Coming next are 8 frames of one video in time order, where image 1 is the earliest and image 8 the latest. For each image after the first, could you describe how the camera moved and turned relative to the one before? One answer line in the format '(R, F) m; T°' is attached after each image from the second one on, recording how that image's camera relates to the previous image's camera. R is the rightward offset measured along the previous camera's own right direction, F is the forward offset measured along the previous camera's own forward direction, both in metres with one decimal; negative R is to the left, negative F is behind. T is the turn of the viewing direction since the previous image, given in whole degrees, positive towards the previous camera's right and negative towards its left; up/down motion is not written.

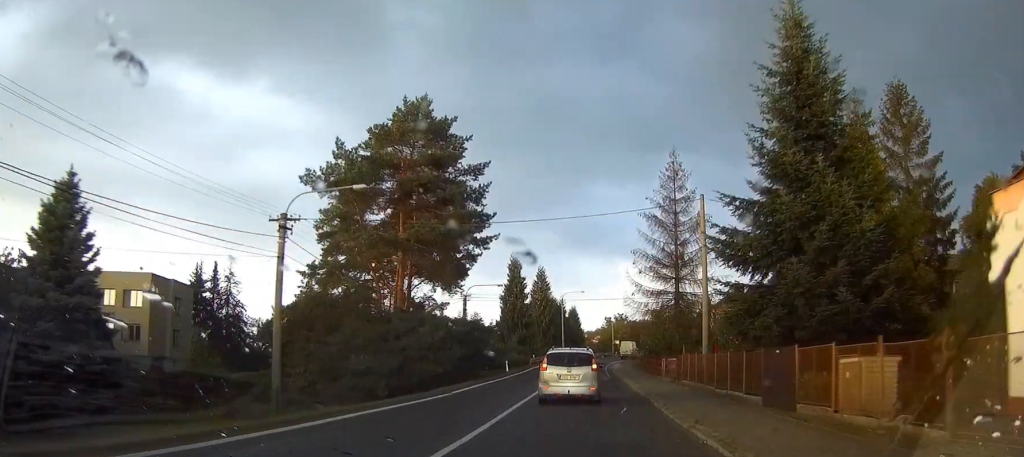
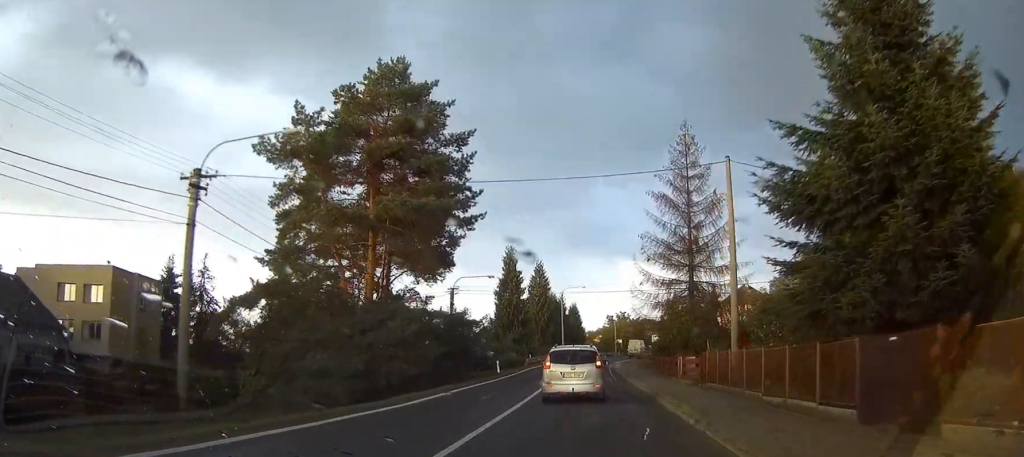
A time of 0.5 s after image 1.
(0.0, +5.5) m; 0°
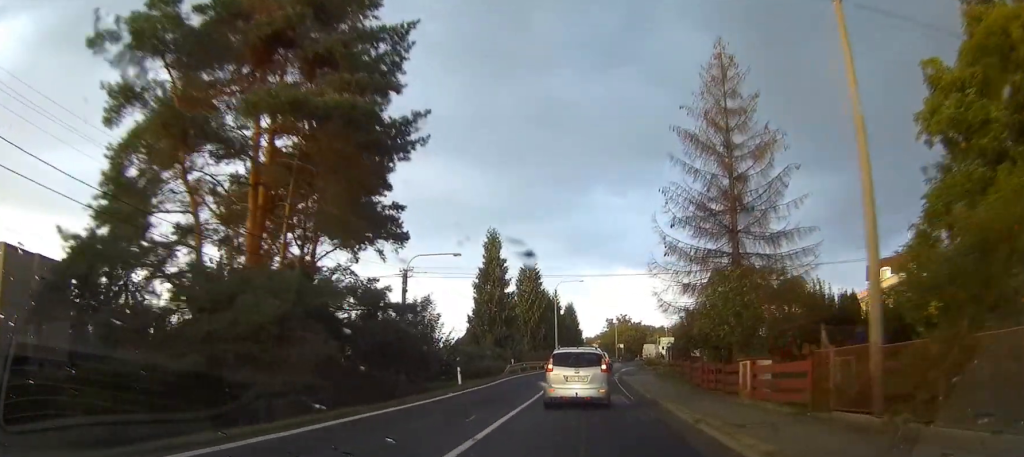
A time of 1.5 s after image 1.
(0.0, +11.9) m; 0°
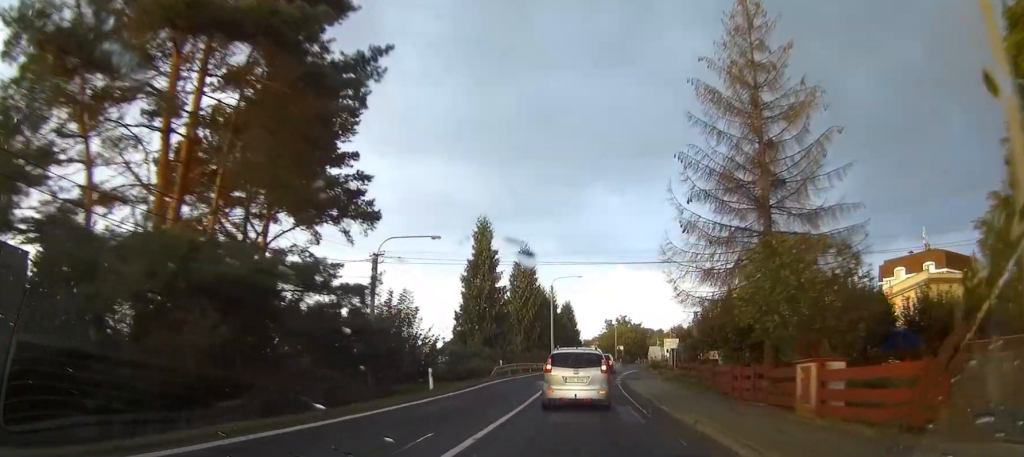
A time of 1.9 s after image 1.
(0.0, +4.9) m; 0°
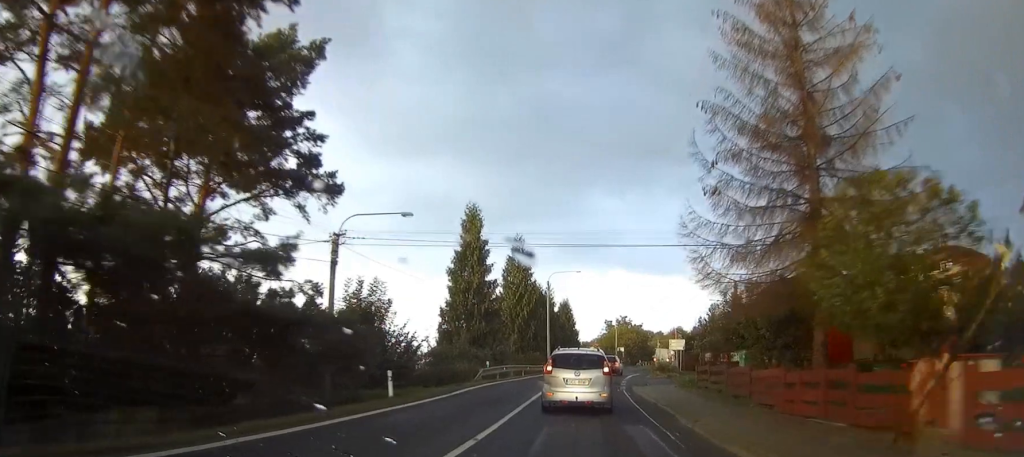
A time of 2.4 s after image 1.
(0.0, +4.8) m; 0°
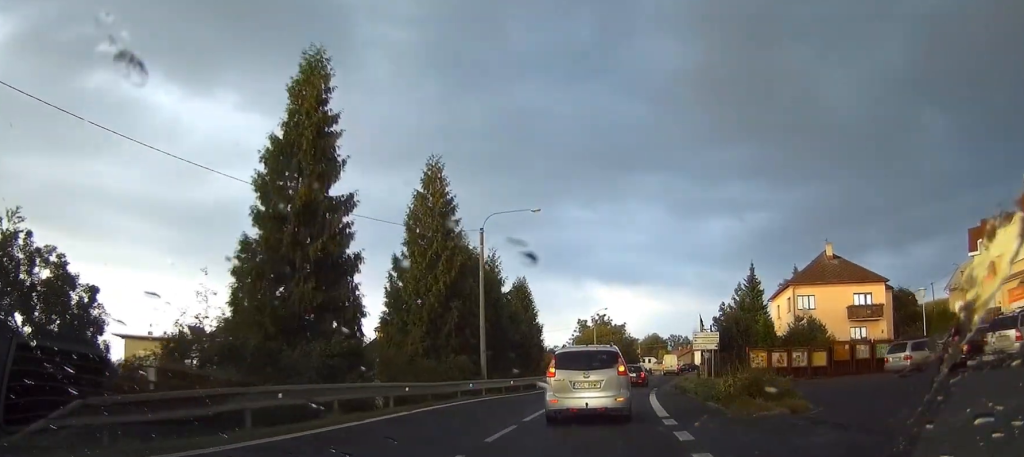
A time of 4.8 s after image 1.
(0.0, +25.4) m; 0°
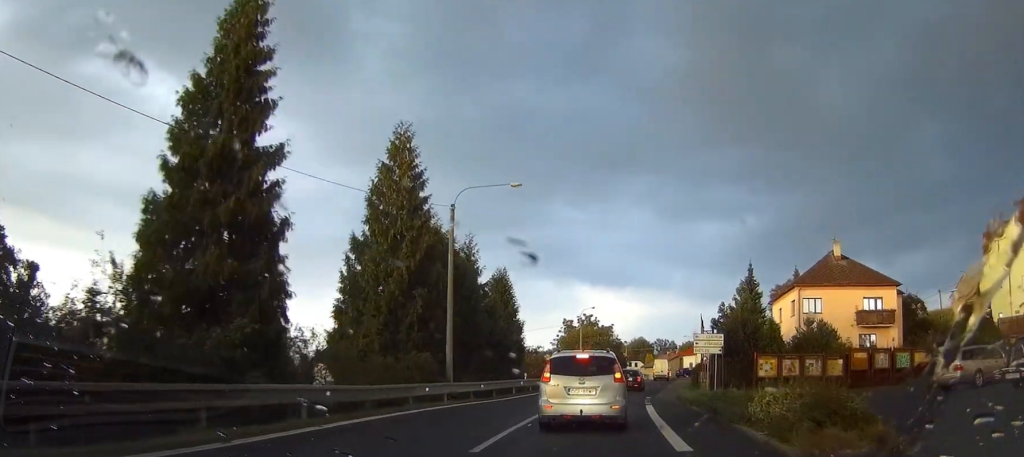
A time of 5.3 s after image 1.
(0.0, +5.0) m; 0°
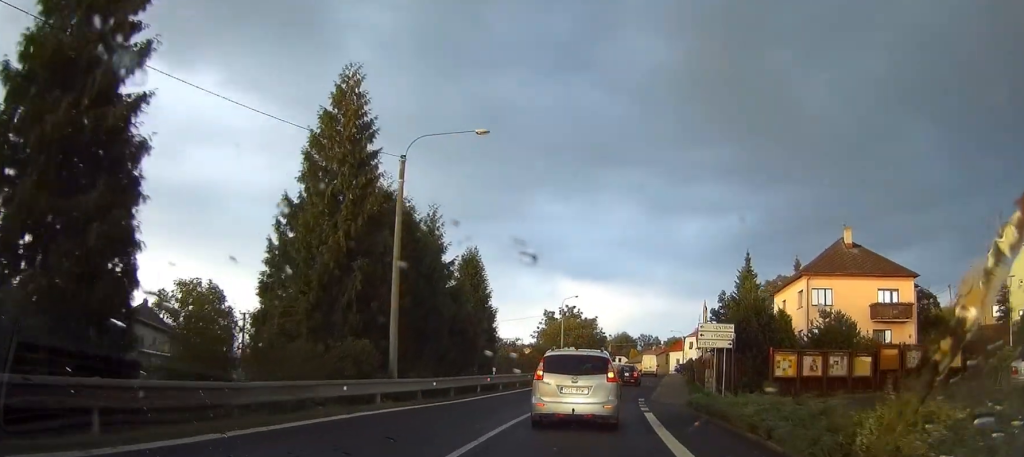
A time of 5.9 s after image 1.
(0.0, +6.5) m; 0°
